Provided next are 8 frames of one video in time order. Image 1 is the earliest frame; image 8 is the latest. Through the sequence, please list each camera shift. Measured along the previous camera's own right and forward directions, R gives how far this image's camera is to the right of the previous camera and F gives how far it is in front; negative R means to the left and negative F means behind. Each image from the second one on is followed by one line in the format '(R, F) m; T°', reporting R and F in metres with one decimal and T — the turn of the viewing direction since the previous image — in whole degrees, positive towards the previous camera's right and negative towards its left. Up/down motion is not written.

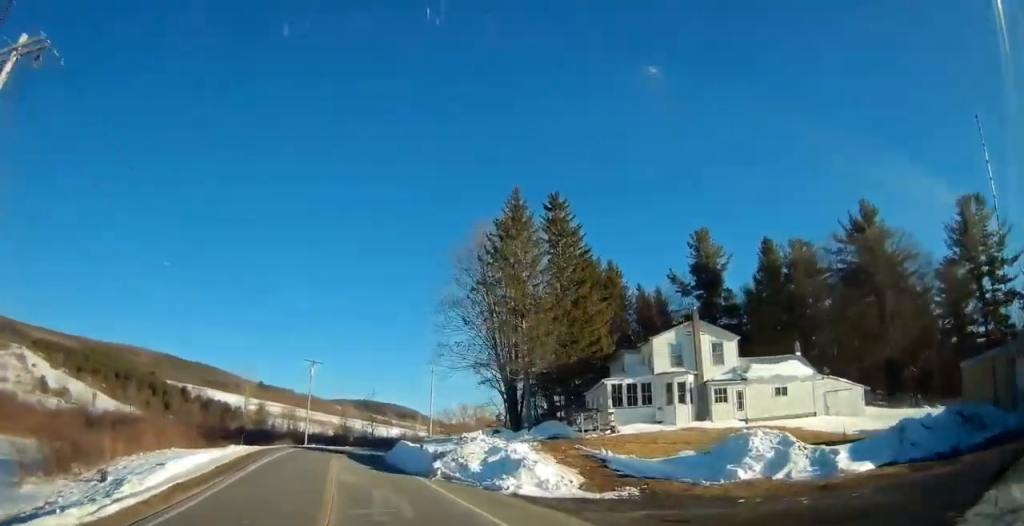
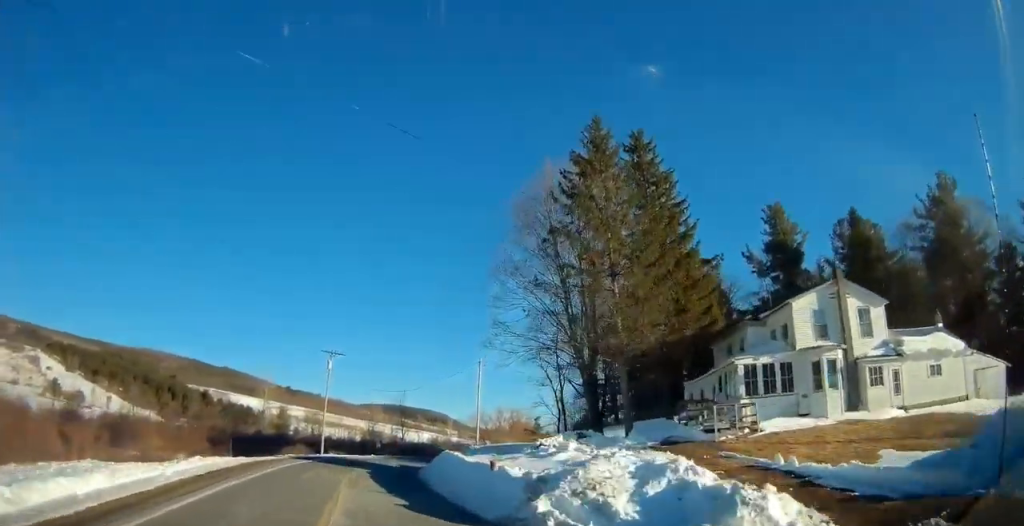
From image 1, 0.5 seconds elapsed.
(+0.1, +12.1) m; -2°
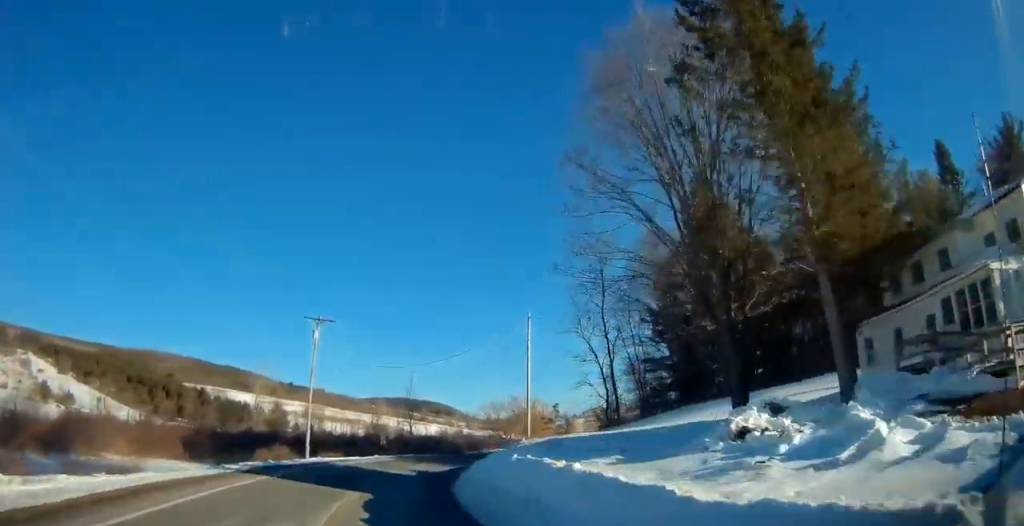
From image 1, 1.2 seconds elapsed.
(-0.9, +14.8) m; -1°
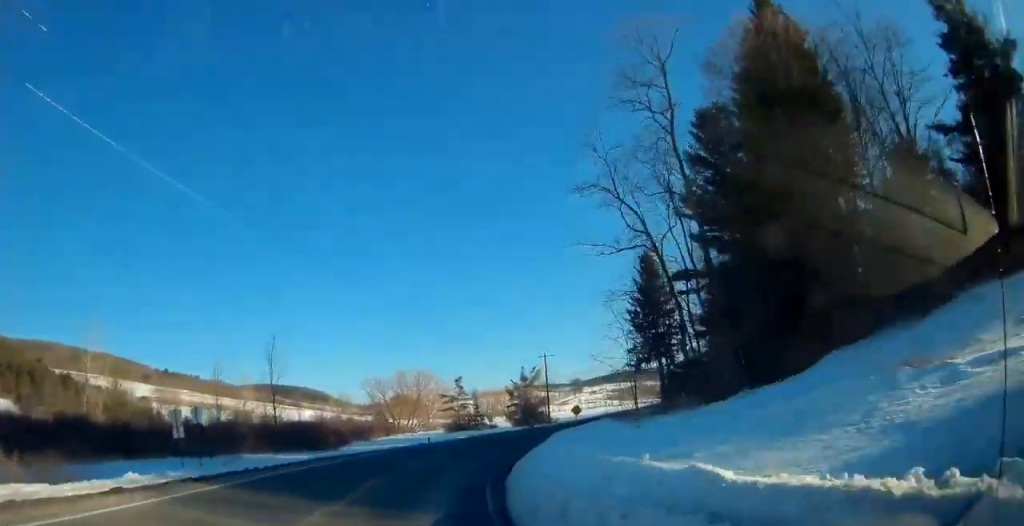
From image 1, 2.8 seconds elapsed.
(+1.7, +33.7) m; +10°
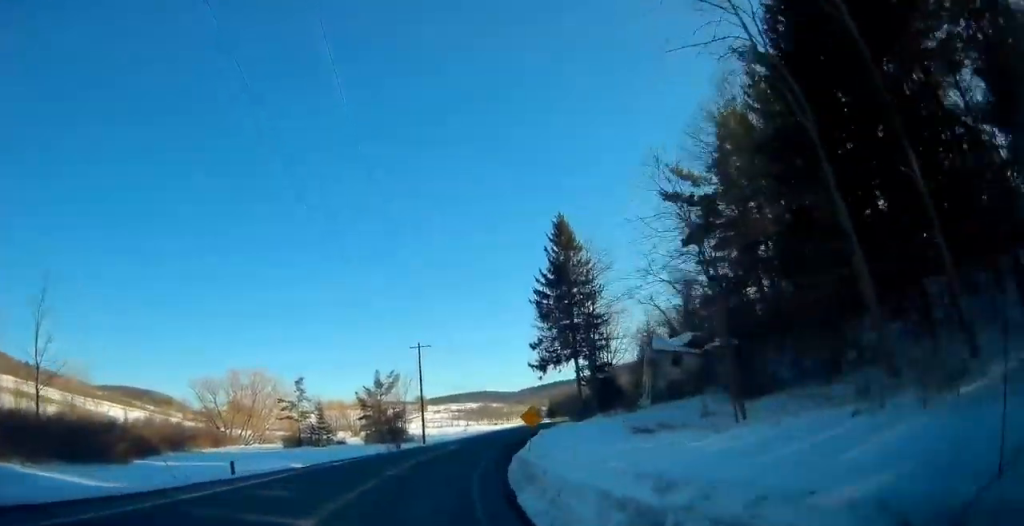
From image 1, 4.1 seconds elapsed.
(+3.1, +26.0) m; +15°
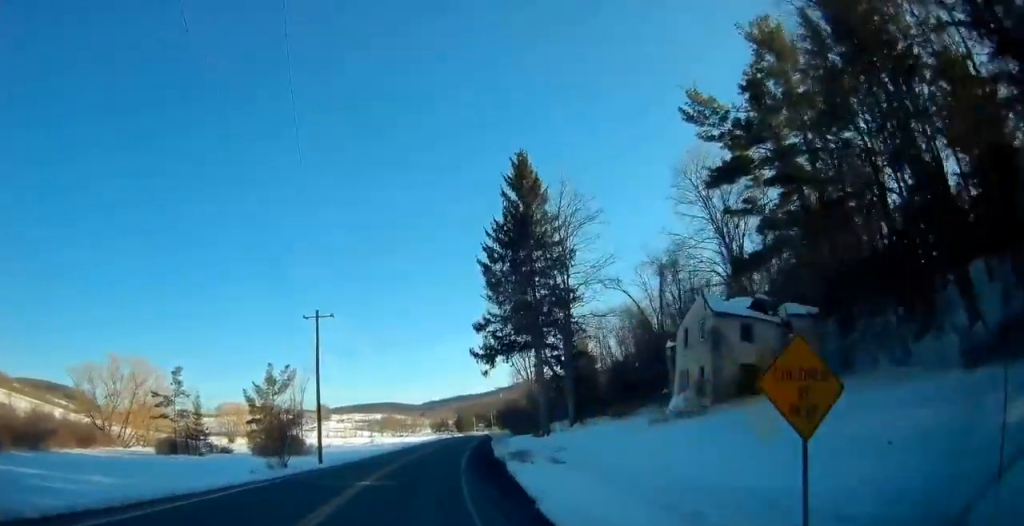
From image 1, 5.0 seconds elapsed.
(+2.1, +19.9) m; +10°
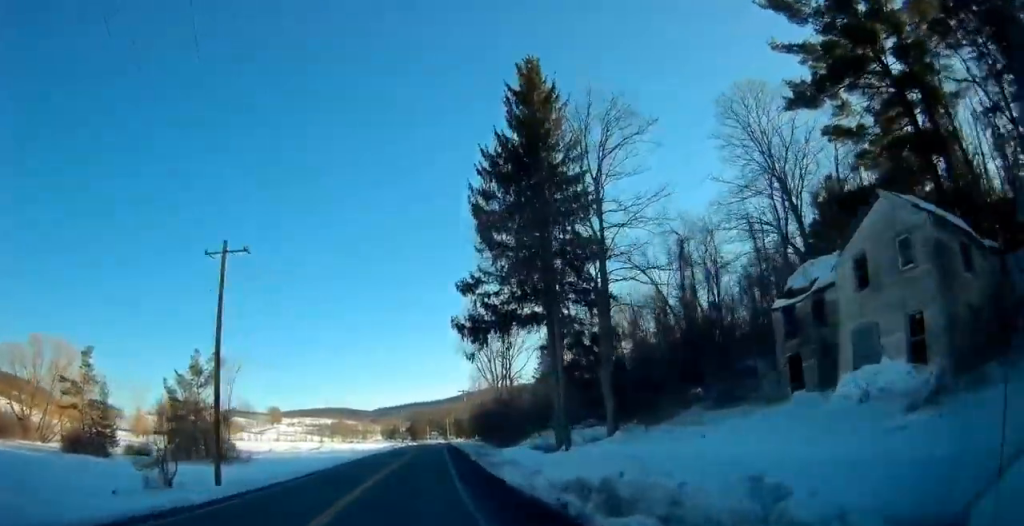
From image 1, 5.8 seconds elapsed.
(+0.9, +15.5) m; +5°
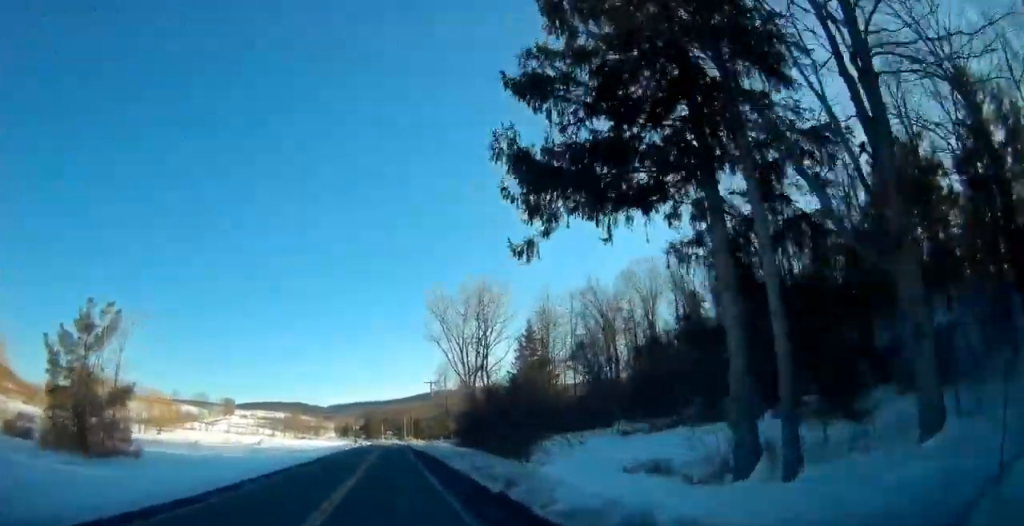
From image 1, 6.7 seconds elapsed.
(+0.9, +20.4) m; +4°
